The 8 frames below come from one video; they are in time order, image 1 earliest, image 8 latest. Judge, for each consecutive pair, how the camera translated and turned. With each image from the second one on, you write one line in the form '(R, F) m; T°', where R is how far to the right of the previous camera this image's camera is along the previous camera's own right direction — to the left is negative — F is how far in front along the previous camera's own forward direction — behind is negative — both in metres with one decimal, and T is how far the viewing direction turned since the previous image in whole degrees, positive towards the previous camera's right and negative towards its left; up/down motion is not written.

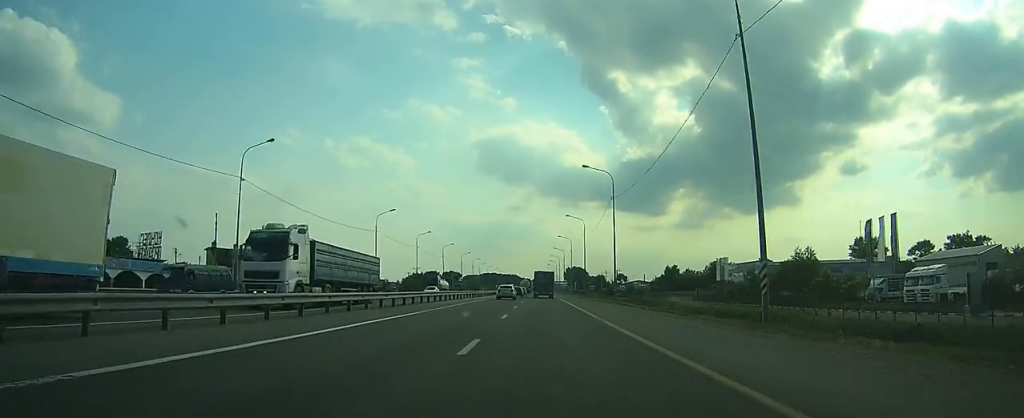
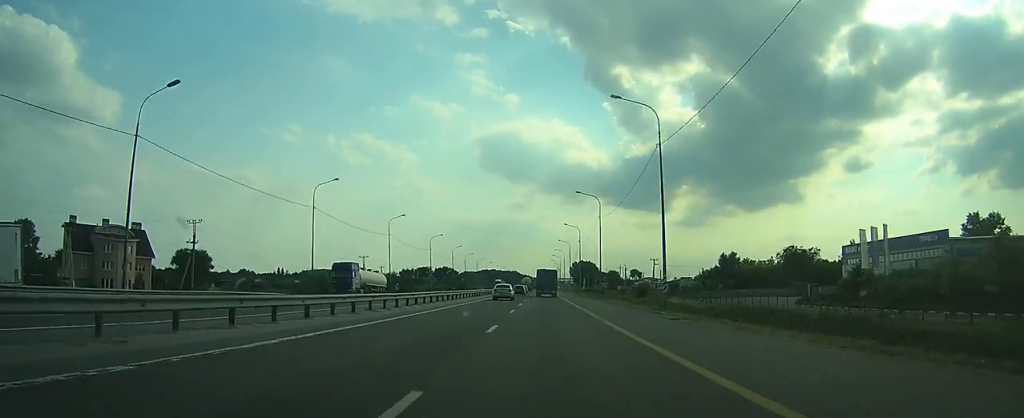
(+0.2, +54.5) m; 0°
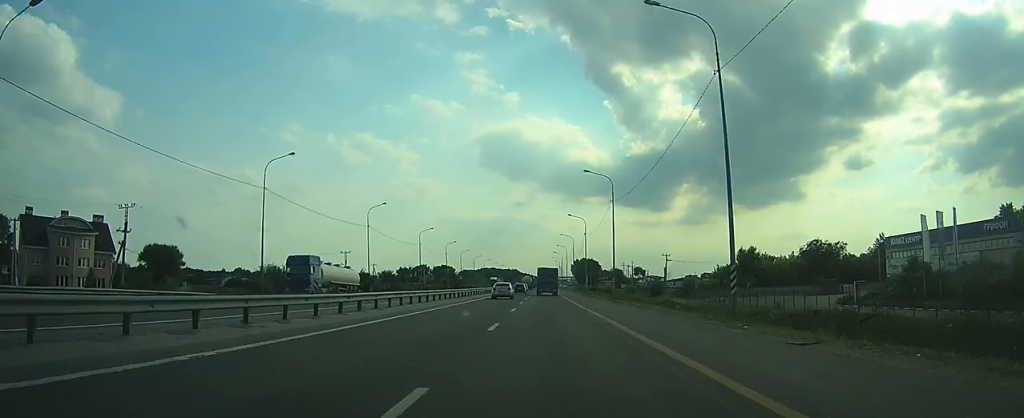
(0.0, +11.6) m; 0°
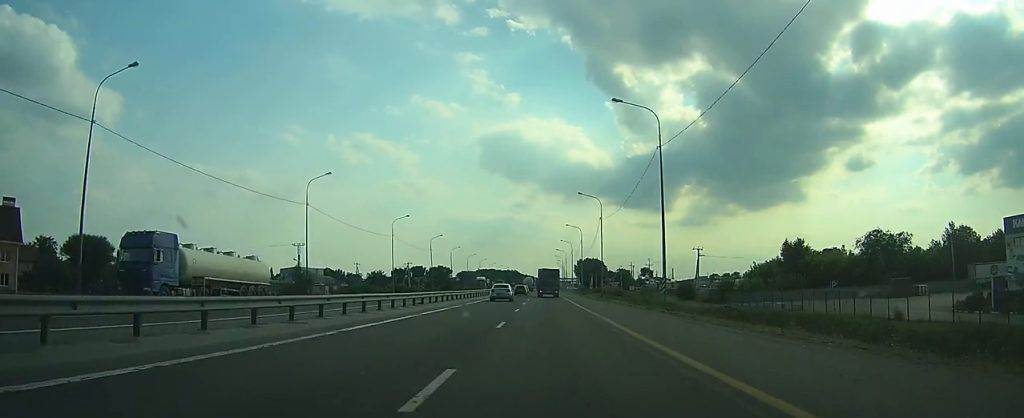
(0.0, +21.9) m; 0°
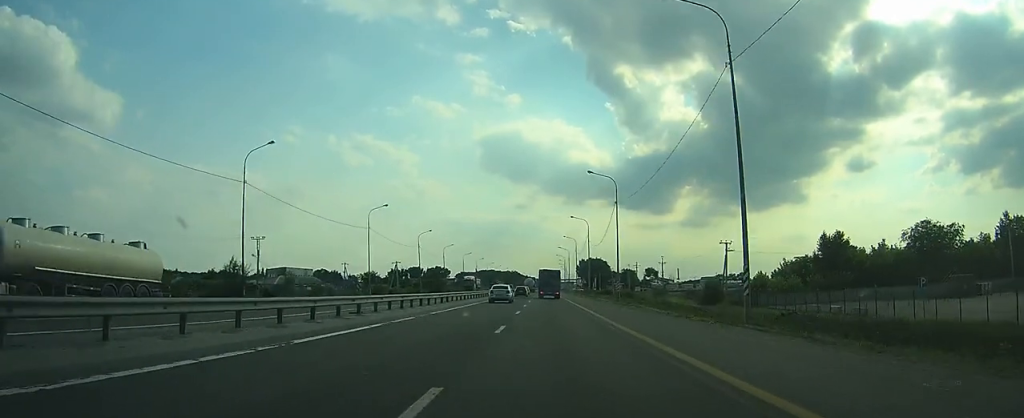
(0.0, +13.3) m; 0°
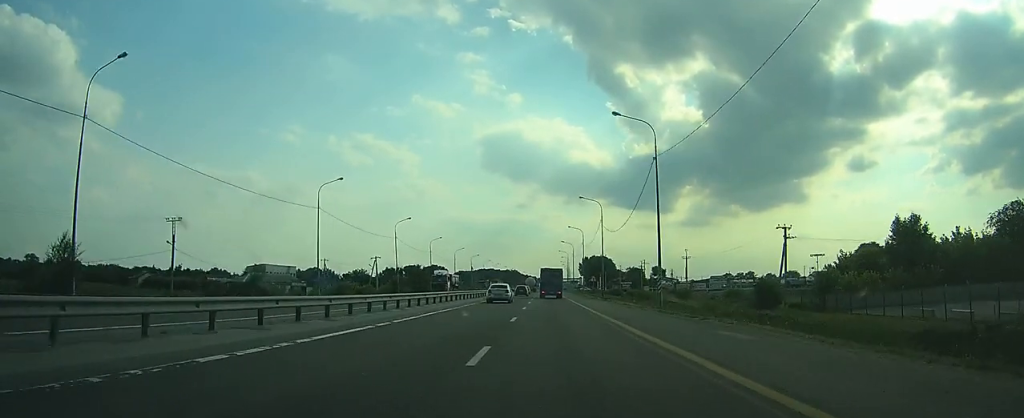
(-0.1, +18.7) m; 0°
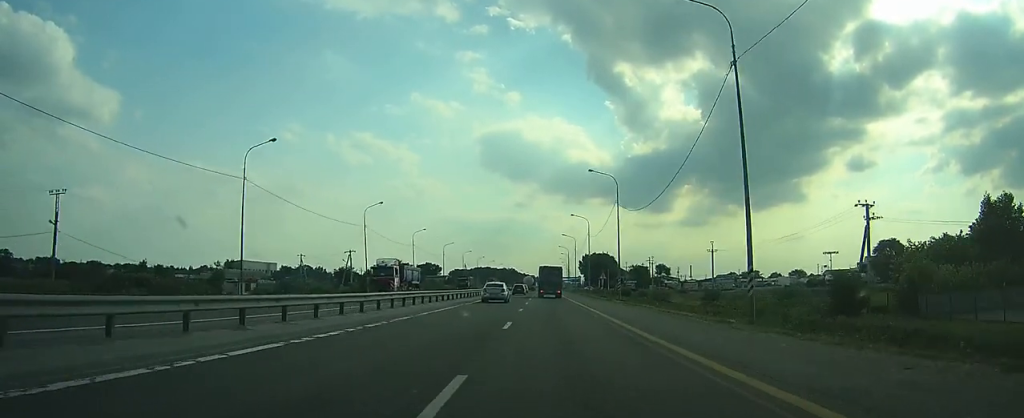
(0.0, +15.8) m; 0°
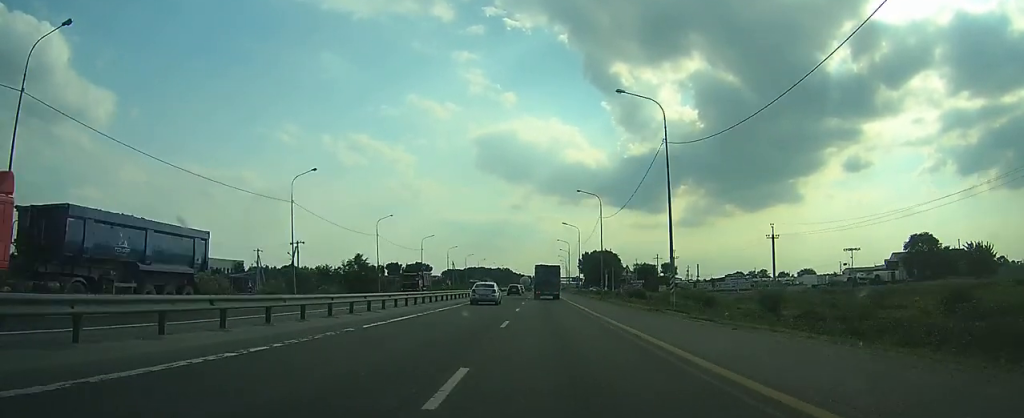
(-0.1, +22.9) m; 0°
